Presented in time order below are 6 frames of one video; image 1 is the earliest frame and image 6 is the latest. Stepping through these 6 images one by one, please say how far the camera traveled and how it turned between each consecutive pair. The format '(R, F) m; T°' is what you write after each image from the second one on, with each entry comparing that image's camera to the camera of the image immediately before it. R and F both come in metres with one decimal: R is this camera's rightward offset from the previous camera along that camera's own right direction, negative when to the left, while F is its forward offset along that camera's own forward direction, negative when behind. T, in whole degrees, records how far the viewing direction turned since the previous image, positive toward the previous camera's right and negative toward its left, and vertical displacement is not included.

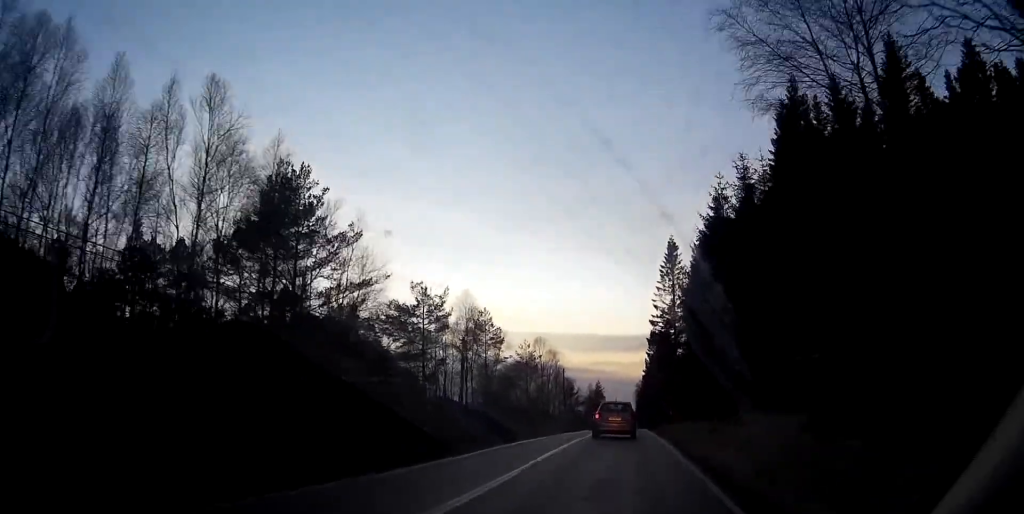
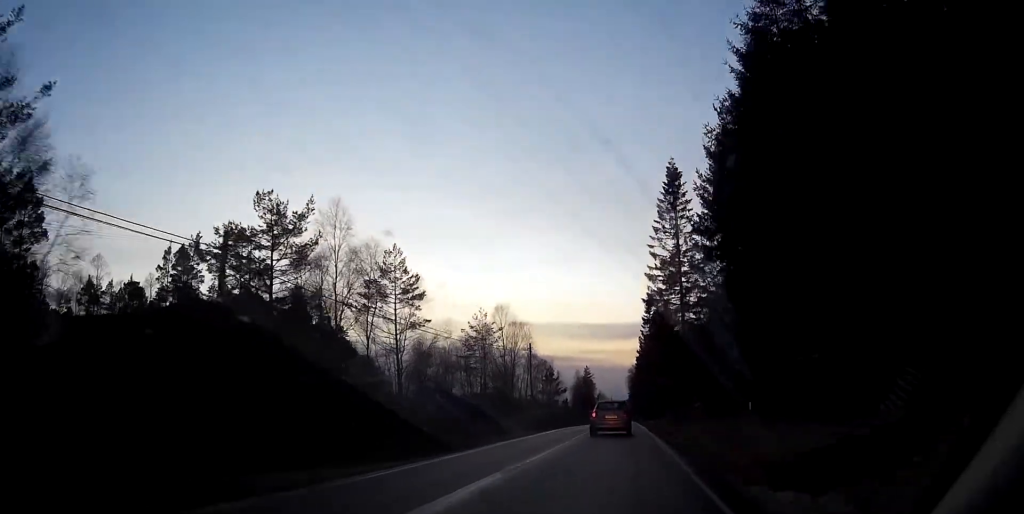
(+0.2, +25.1) m; +2°
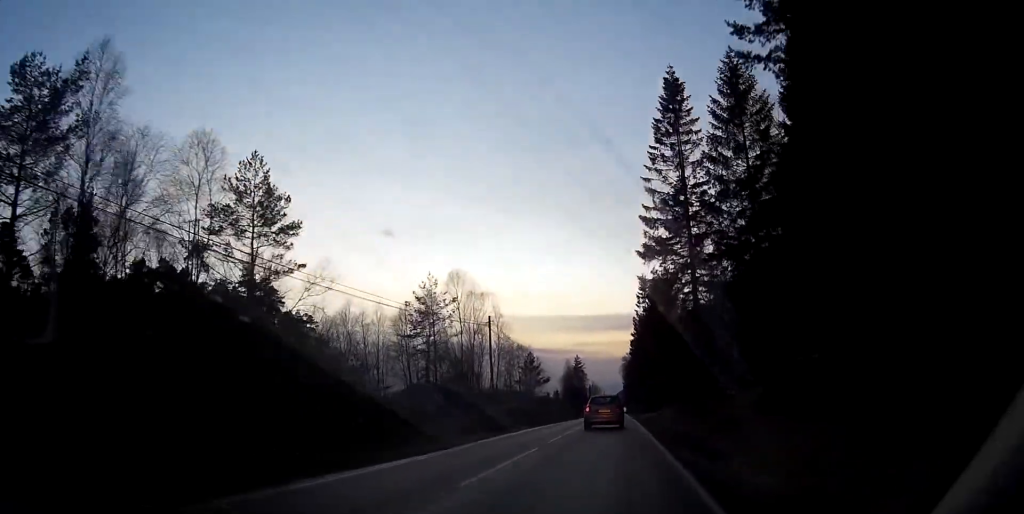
(+0.2, +17.6) m; 0°
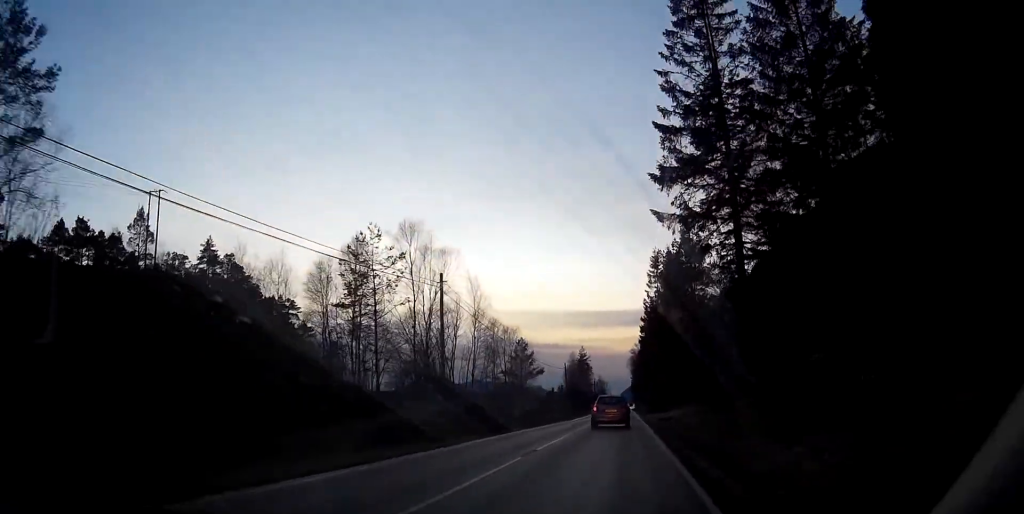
(-0.1, +16.0) m; -1°
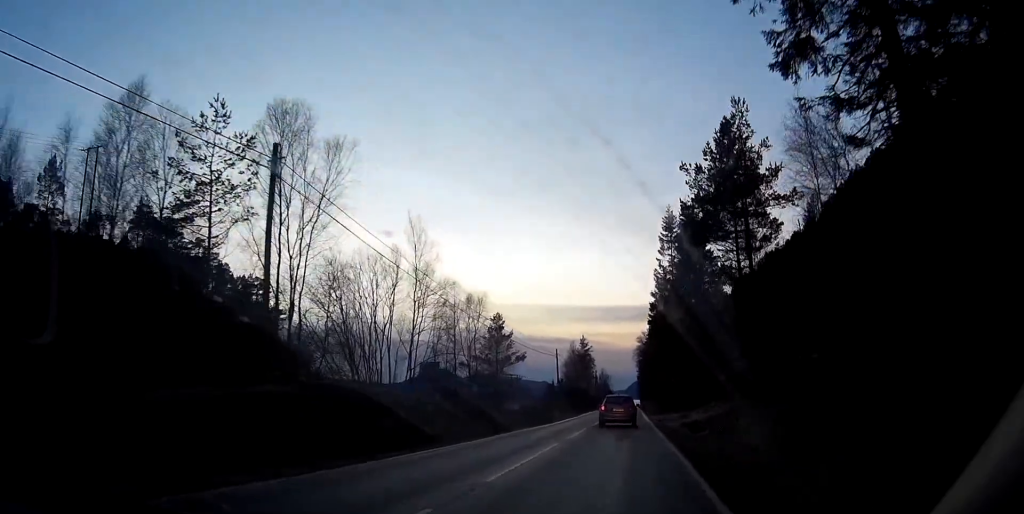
(-0.3, +19.3) m; 0°
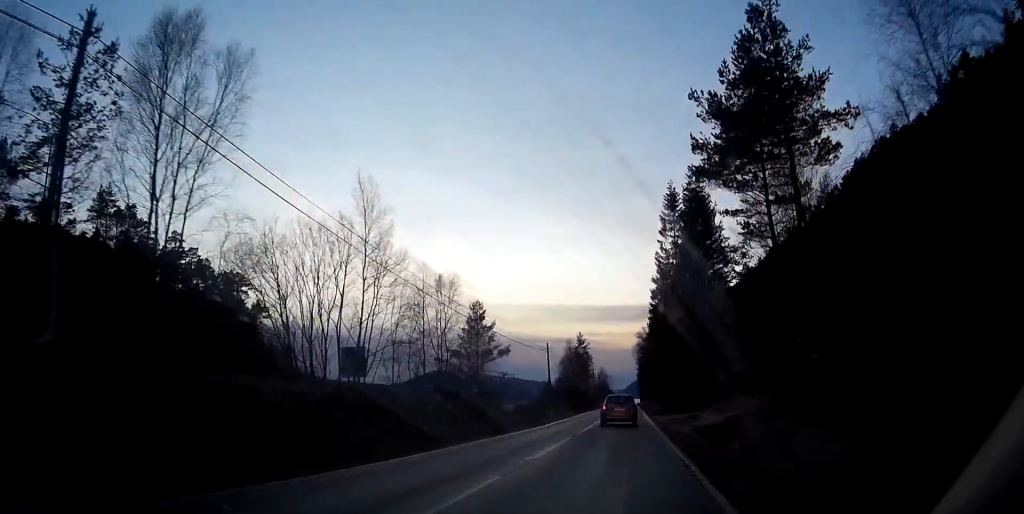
(+0.1, +8.4) m; 0°
